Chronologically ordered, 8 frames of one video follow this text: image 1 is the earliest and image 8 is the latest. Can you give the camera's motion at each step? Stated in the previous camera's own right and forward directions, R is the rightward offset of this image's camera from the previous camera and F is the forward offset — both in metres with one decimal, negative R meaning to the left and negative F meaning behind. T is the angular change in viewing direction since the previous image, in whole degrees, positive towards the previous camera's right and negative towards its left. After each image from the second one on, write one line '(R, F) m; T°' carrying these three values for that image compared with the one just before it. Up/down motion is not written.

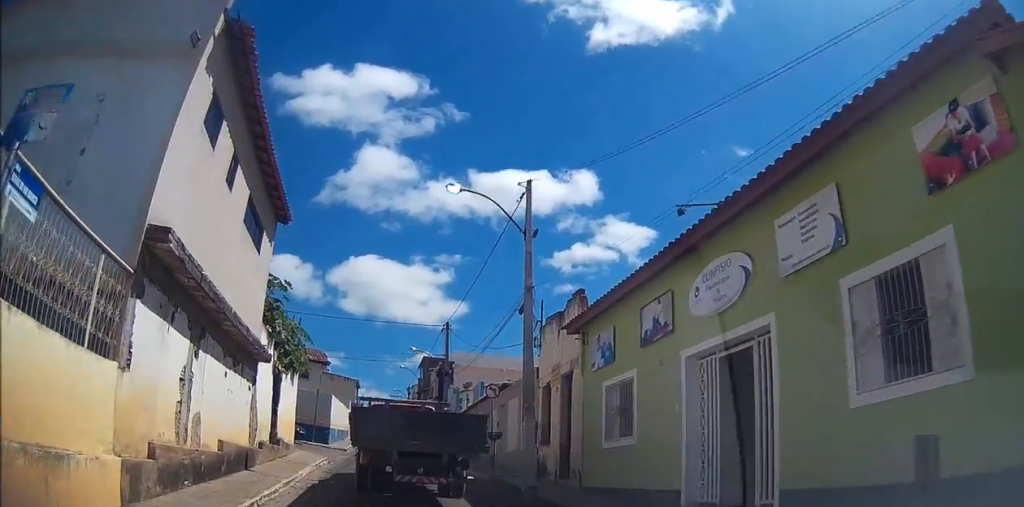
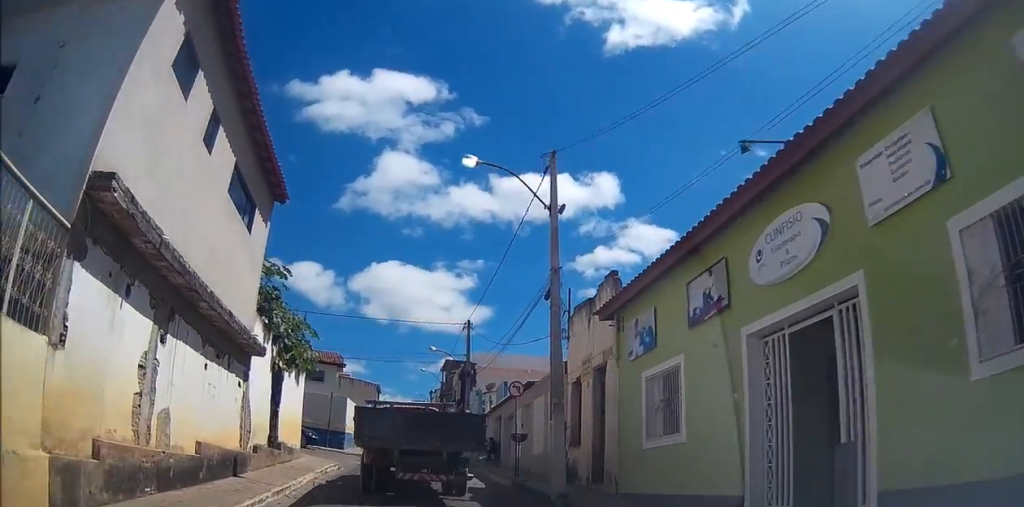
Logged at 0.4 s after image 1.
(-0.1, +1.7) m; -3°
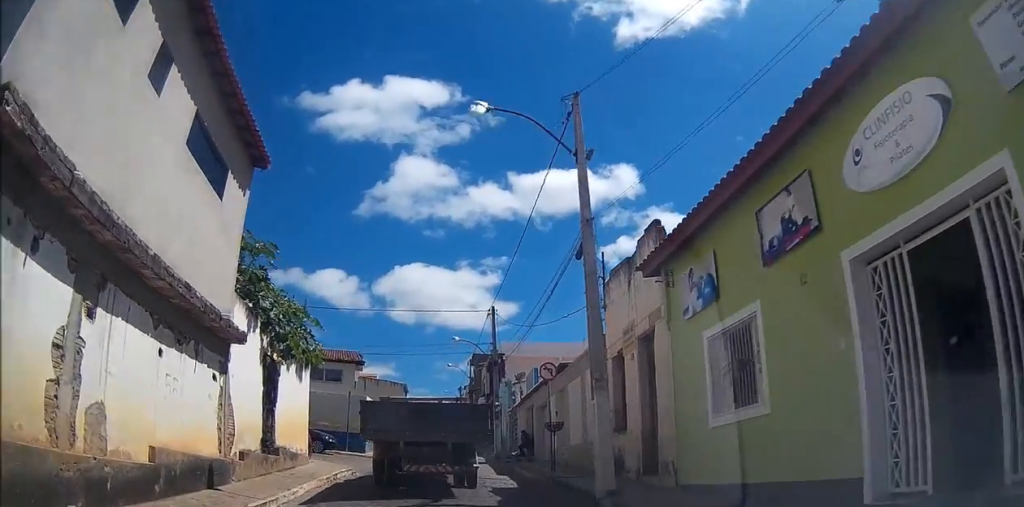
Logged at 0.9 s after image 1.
(0.0, +2.2) m; -1°
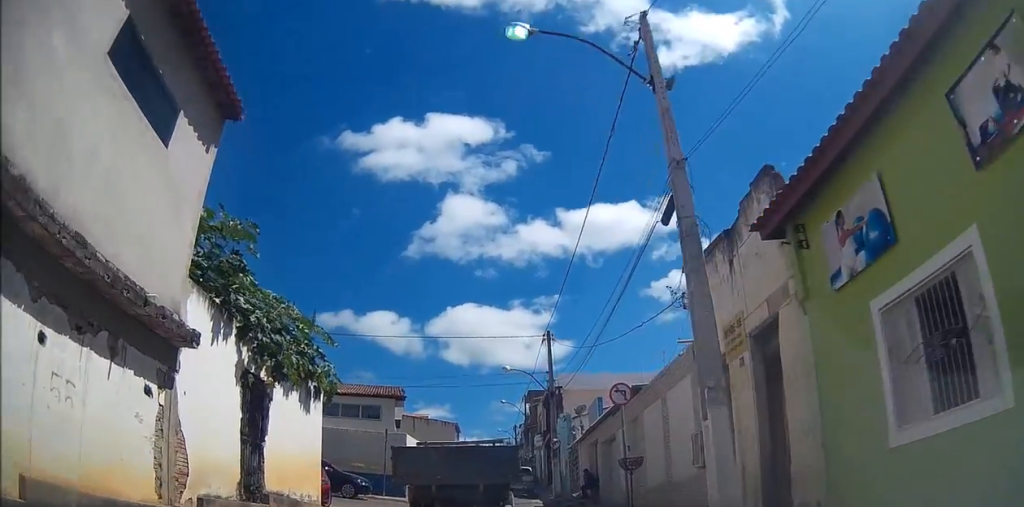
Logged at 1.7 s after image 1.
(+0.1, +3.5) m; +1°
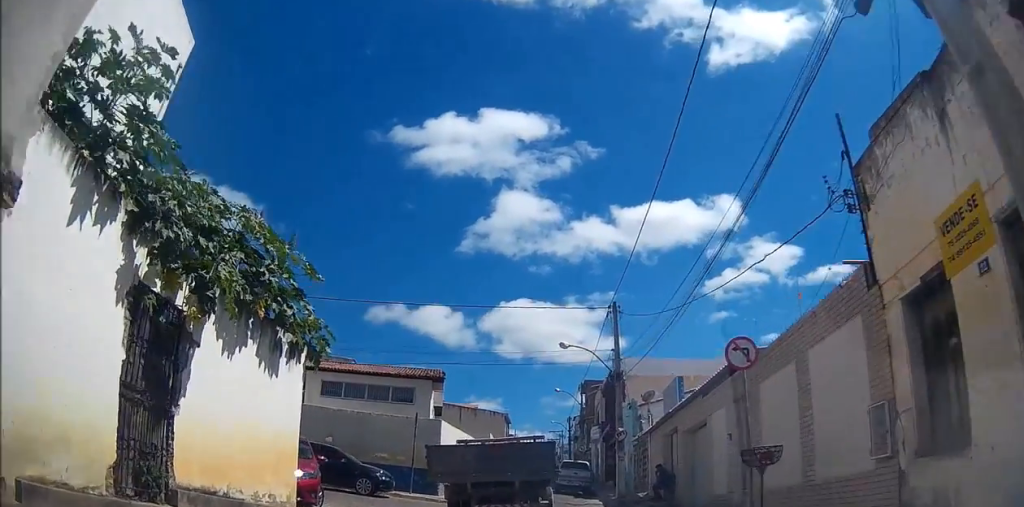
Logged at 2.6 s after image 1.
(0.0, +4.7) m; -4°
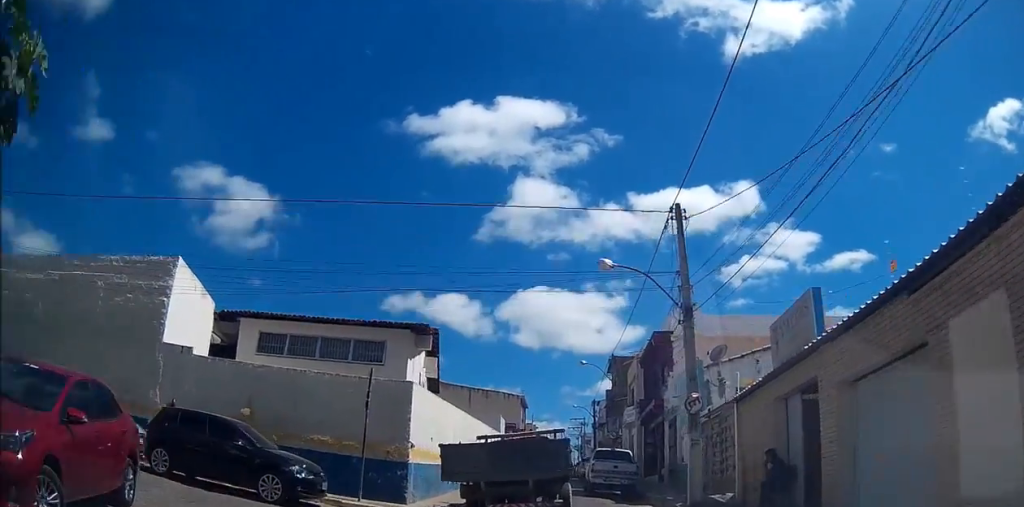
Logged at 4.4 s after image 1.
(-1.4, +8.8) m; -14°
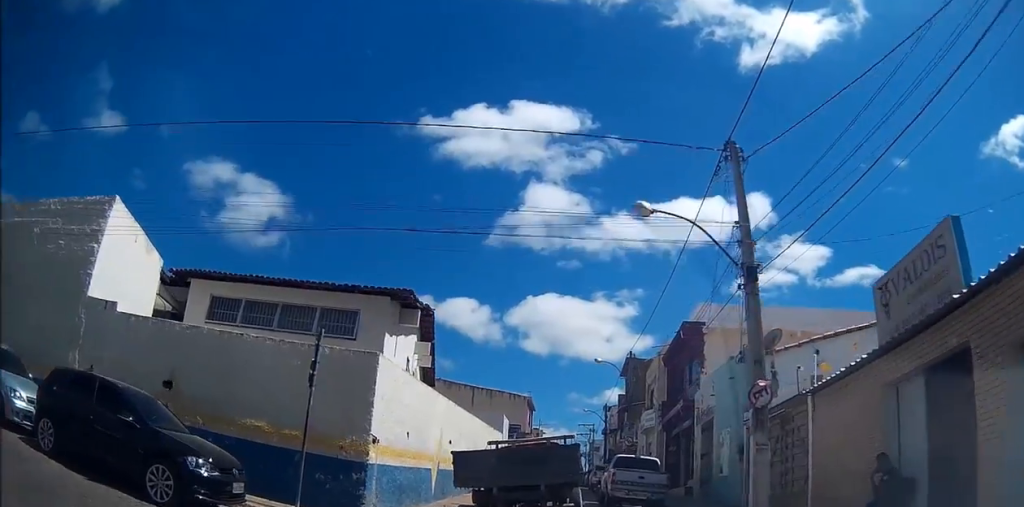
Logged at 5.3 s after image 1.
(0.0, +4.2) m; 0°
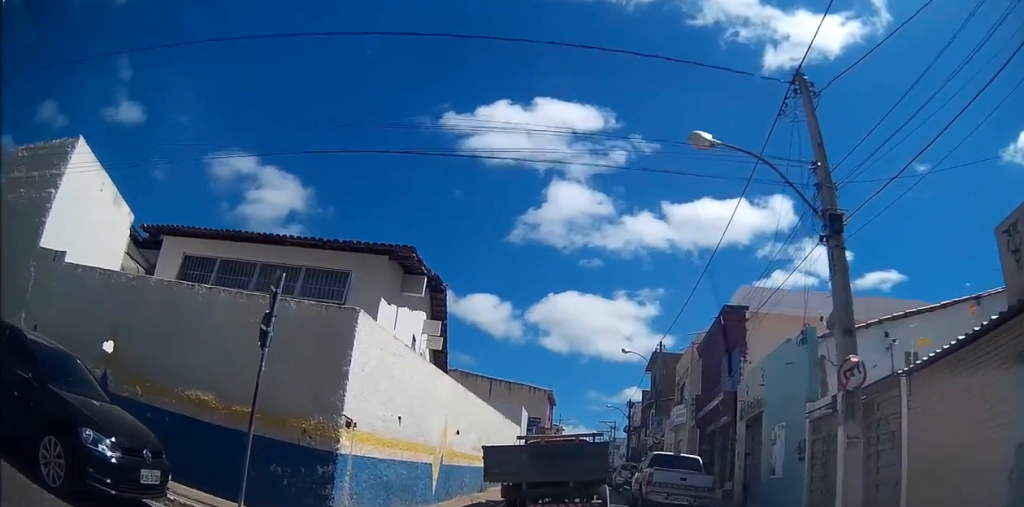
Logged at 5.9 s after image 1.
(0.0, +2.7) m; -1°
